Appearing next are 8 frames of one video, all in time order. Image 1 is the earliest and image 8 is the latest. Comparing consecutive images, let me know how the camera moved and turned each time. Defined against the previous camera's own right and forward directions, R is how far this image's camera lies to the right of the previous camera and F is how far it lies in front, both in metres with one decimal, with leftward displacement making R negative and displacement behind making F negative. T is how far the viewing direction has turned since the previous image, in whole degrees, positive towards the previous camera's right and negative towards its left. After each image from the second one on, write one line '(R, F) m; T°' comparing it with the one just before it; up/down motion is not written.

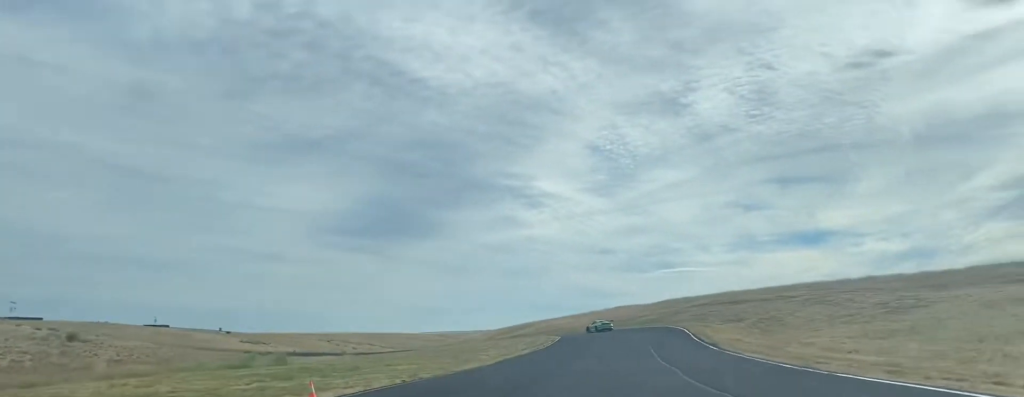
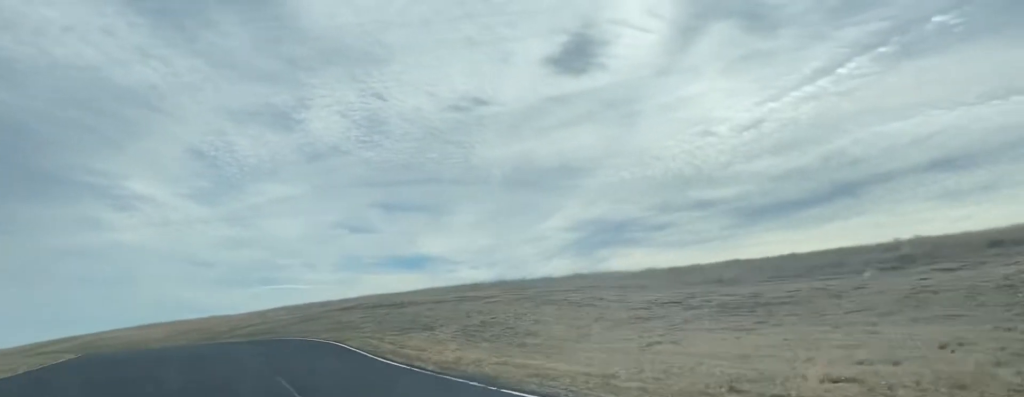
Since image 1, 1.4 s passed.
(+6.8, +40.7) m; +18°
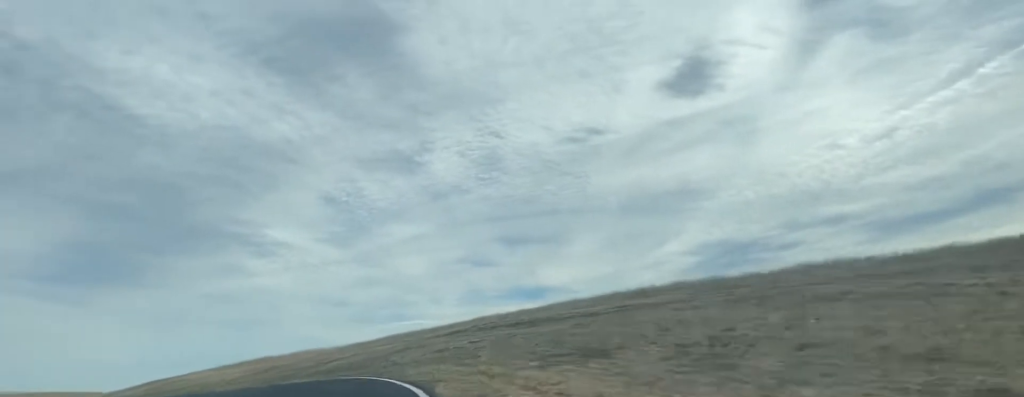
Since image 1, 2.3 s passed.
(+3.5, +24.1) m; 0°
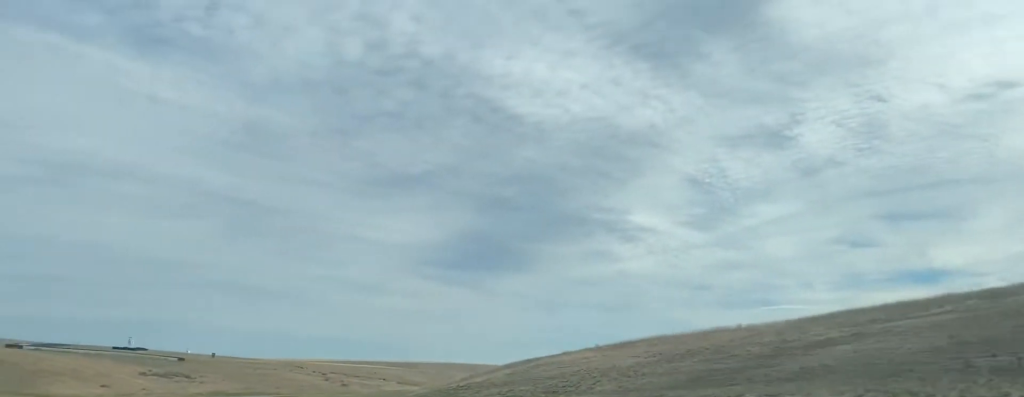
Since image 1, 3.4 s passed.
(-6.7, +32.4) m; -30°
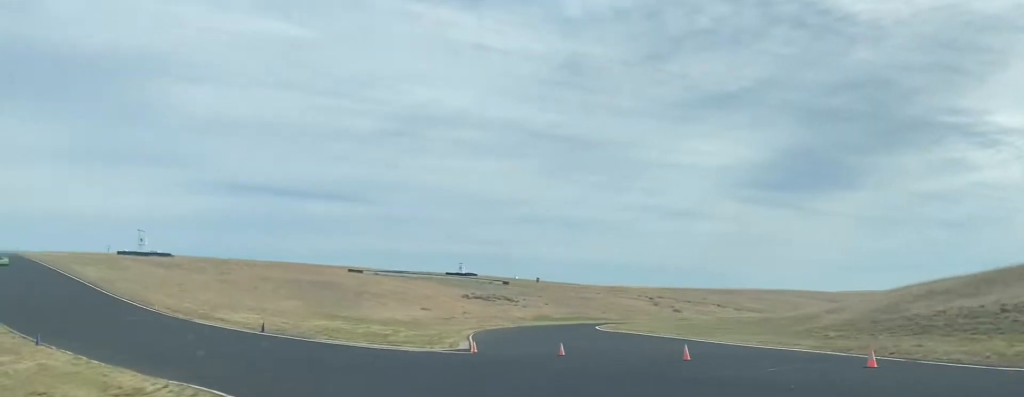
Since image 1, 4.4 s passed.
(-10.1, +31.0) m; -29°
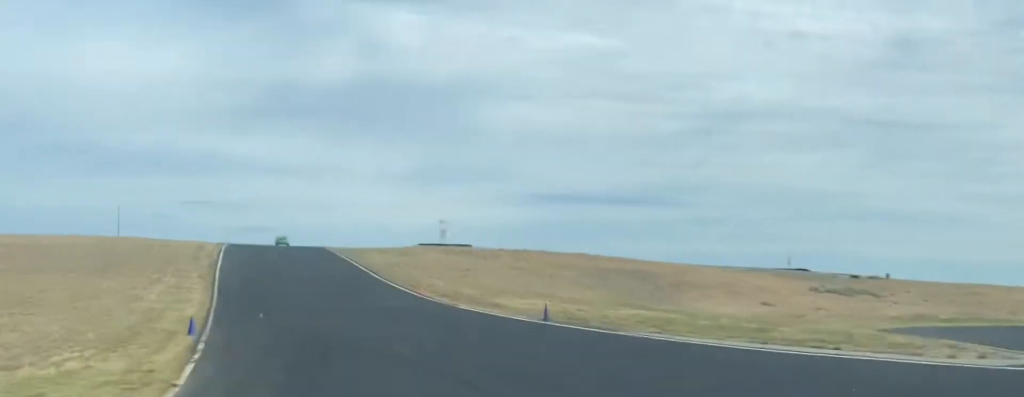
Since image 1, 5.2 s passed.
(-2.8, +25.6) m; -18°
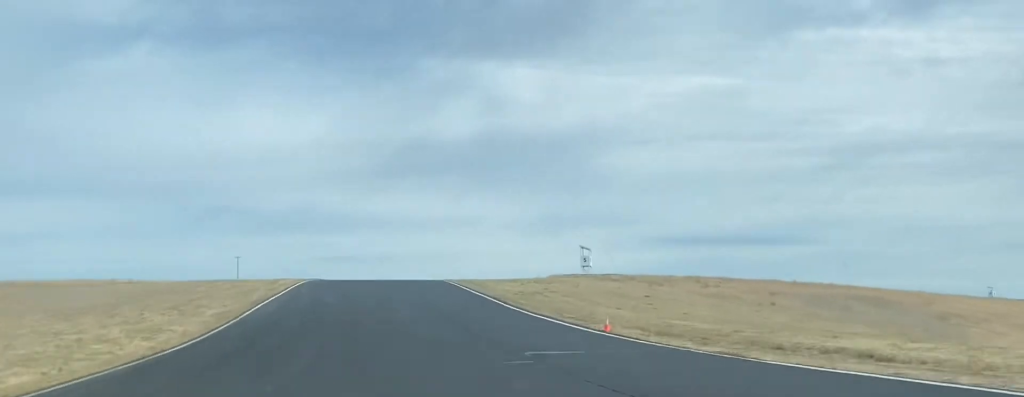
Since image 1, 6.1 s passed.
(-6.0, +30.2) m; -12°
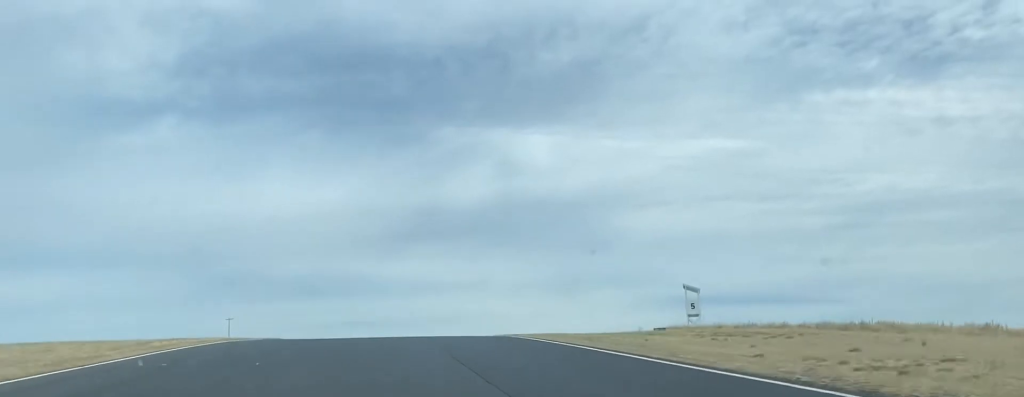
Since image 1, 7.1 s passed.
(-2.3, +37.4) m; -1°
